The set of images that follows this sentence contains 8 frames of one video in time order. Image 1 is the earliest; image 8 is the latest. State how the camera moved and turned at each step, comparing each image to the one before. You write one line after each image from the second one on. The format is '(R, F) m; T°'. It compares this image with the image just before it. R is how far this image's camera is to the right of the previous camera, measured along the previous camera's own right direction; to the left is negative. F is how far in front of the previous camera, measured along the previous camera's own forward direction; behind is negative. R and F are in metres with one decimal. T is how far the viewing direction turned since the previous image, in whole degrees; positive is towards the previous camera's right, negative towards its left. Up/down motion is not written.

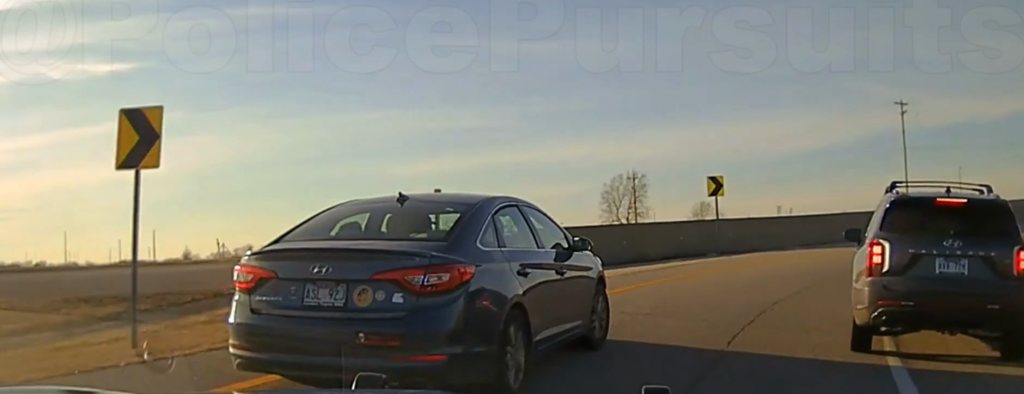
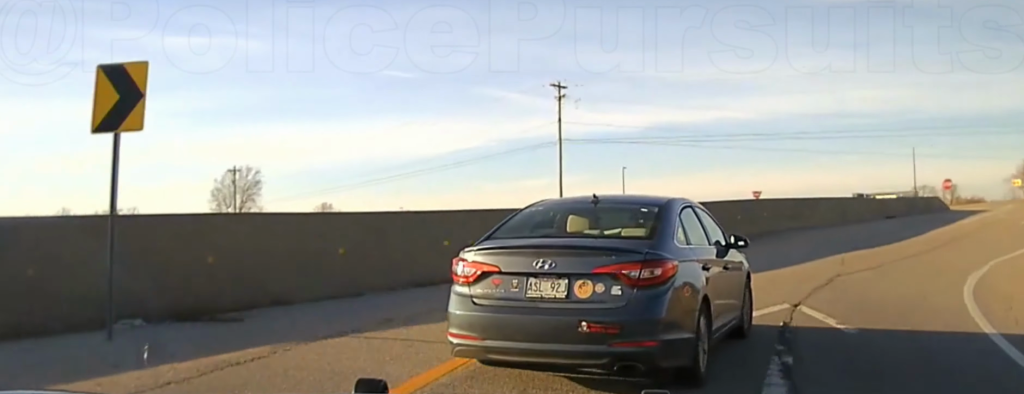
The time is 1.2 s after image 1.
(+4.5, +25.0) m; +22°
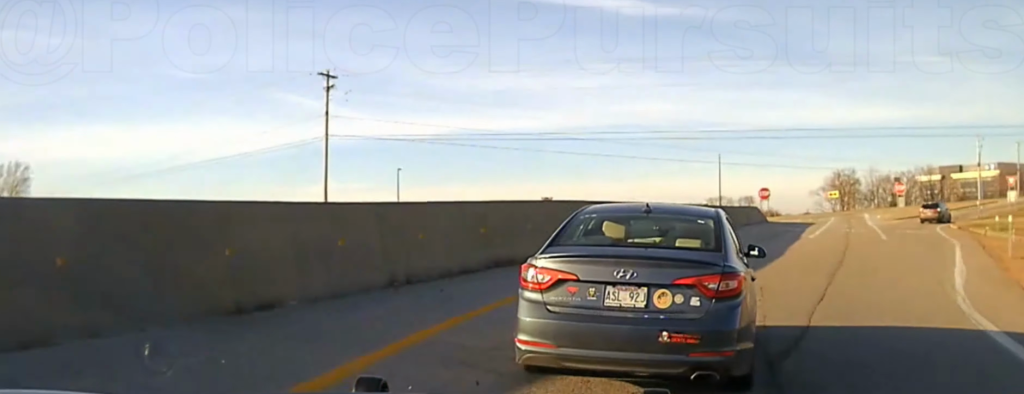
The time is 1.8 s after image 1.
(+1.9, +12.7) m; +11°
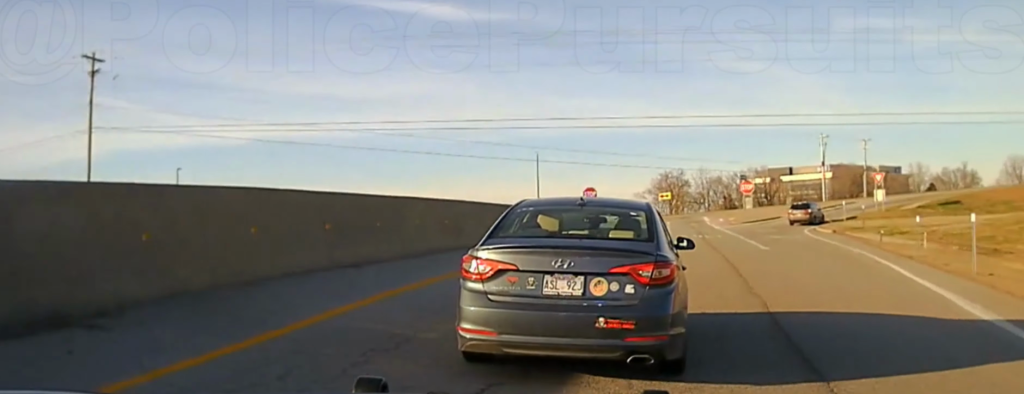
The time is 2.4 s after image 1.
(+0.9, +12.1) m; +7°
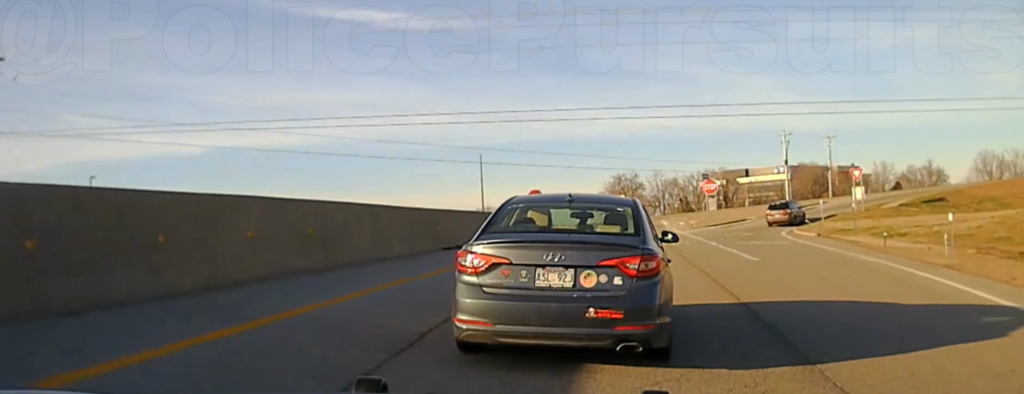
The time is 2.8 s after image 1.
(-0.4, +8.1) m; +5°
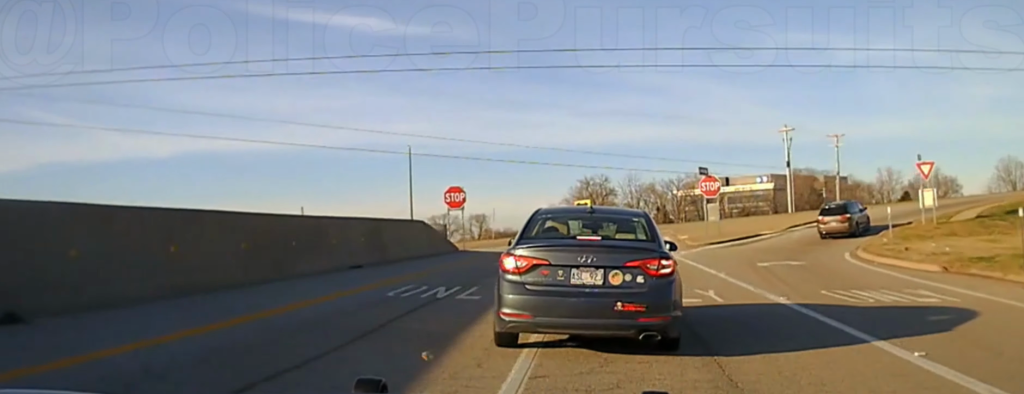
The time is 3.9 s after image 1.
(+3.1, +18.5) m; +11°
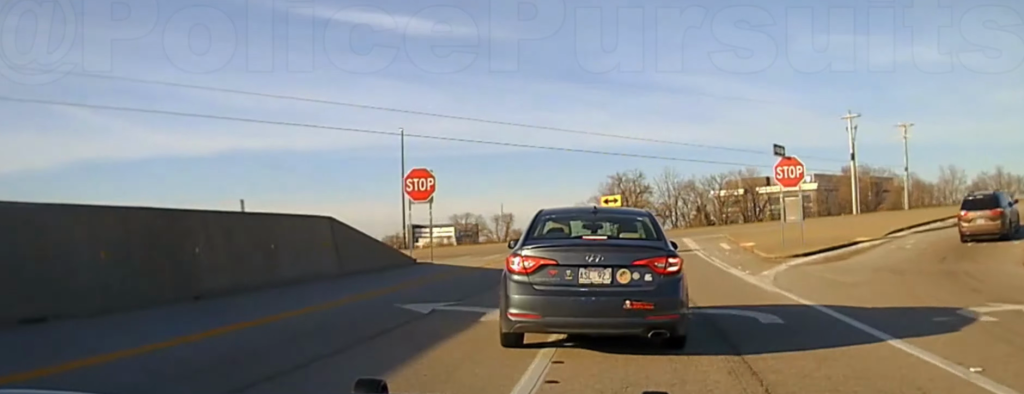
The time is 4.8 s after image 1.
(+0.3, +11.7) m; +1°
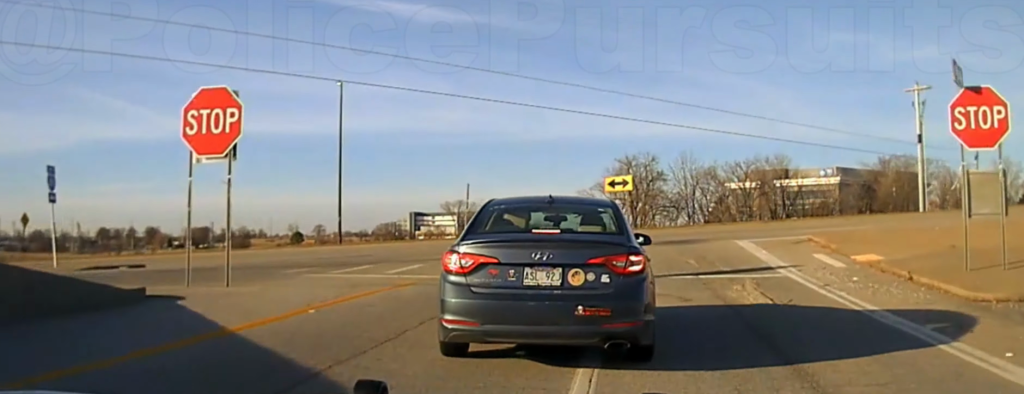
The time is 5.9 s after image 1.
(-0.4, +13.7) m; -4°
